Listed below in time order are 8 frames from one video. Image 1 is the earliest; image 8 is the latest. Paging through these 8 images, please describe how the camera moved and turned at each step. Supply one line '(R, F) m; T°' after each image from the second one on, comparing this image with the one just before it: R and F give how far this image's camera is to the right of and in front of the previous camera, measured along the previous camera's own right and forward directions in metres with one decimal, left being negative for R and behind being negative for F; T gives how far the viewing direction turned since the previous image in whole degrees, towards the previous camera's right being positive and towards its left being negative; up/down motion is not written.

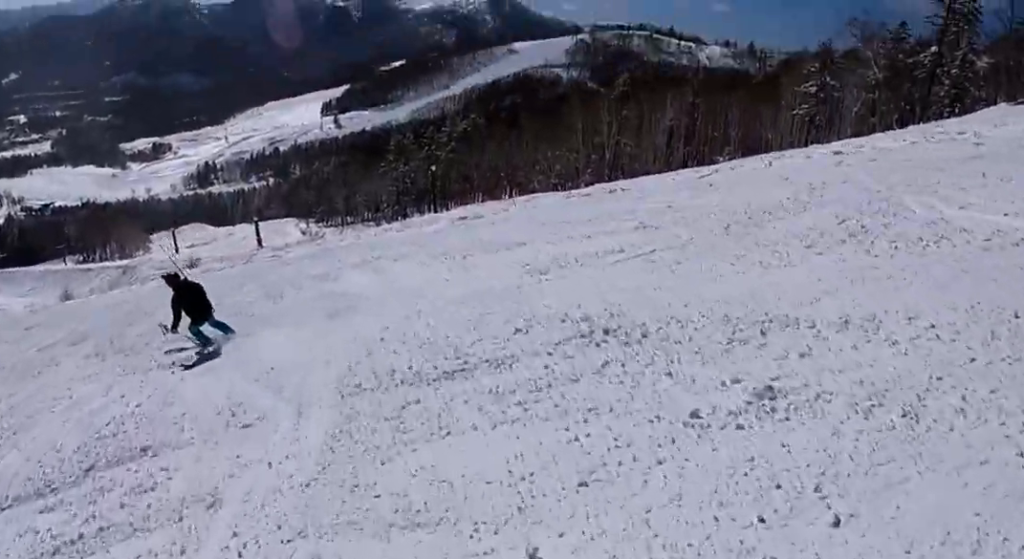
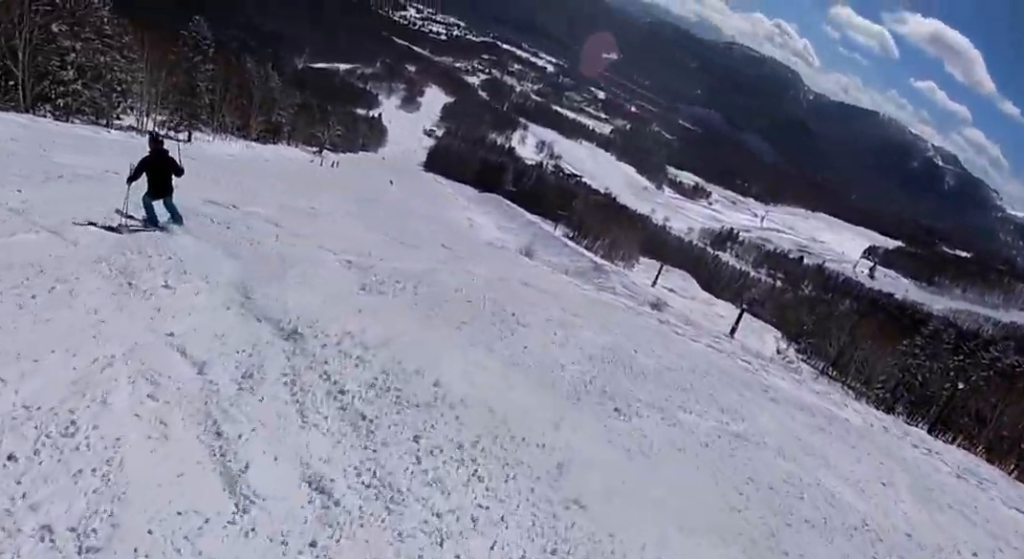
(-1.6, +8.0) m; -28°
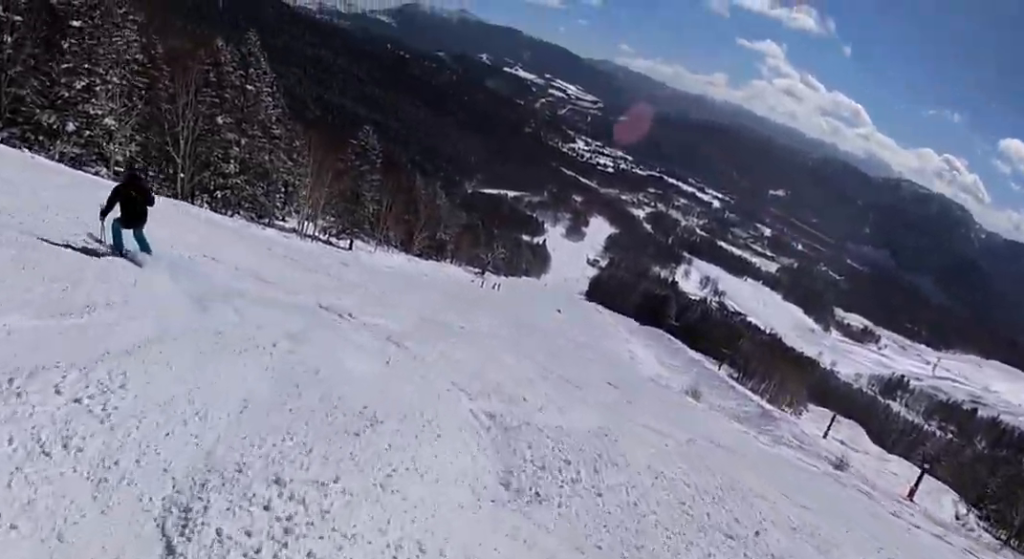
(-0.7, +3.4) m; -8°
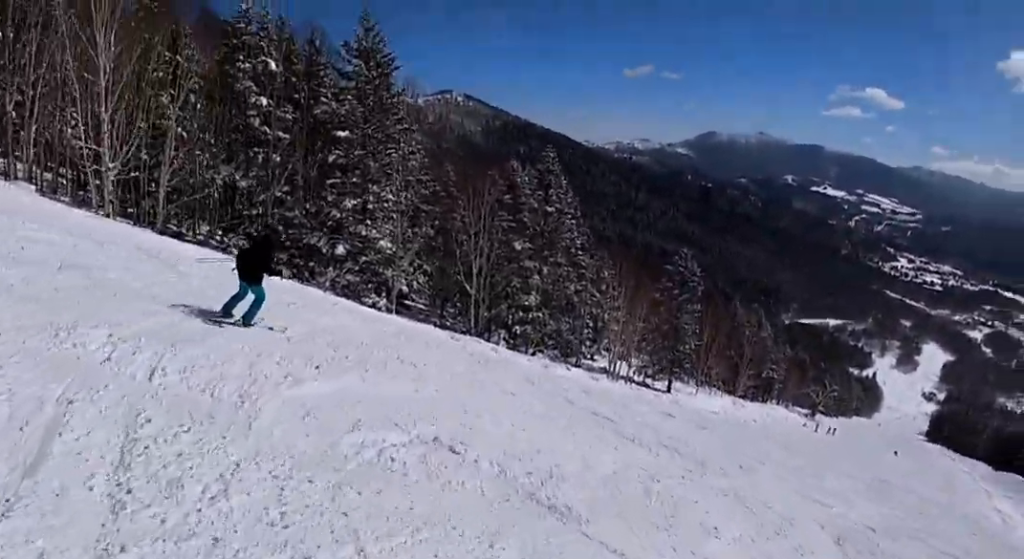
(-0.8, +6.8) m; -5°
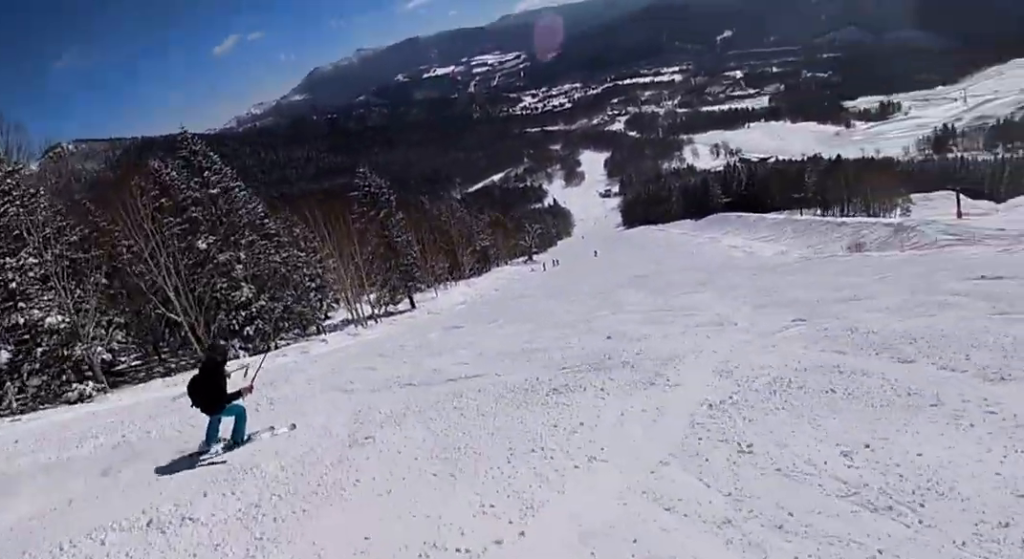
(+0.1, +5.3) m; +13°
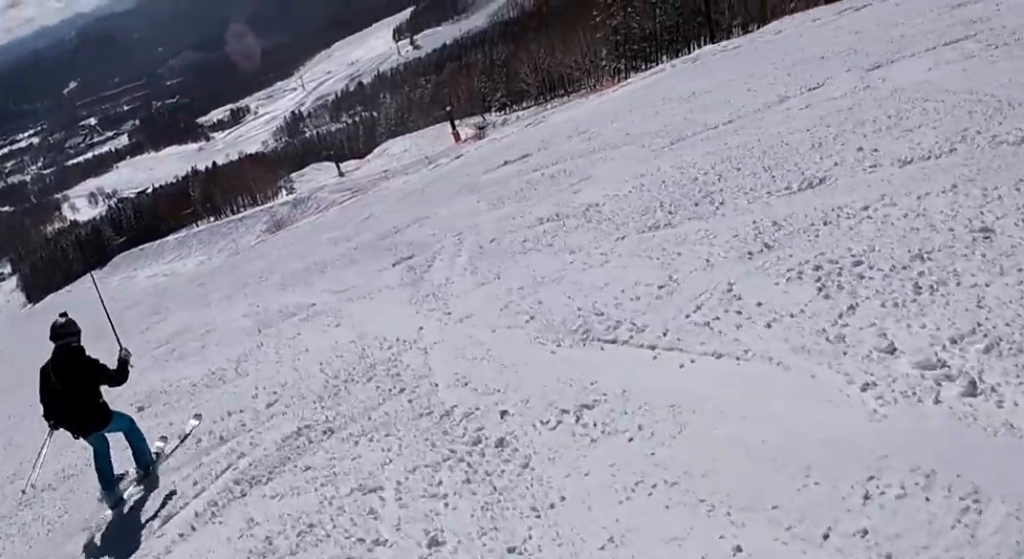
(+0.9, +5.0) m; +31°
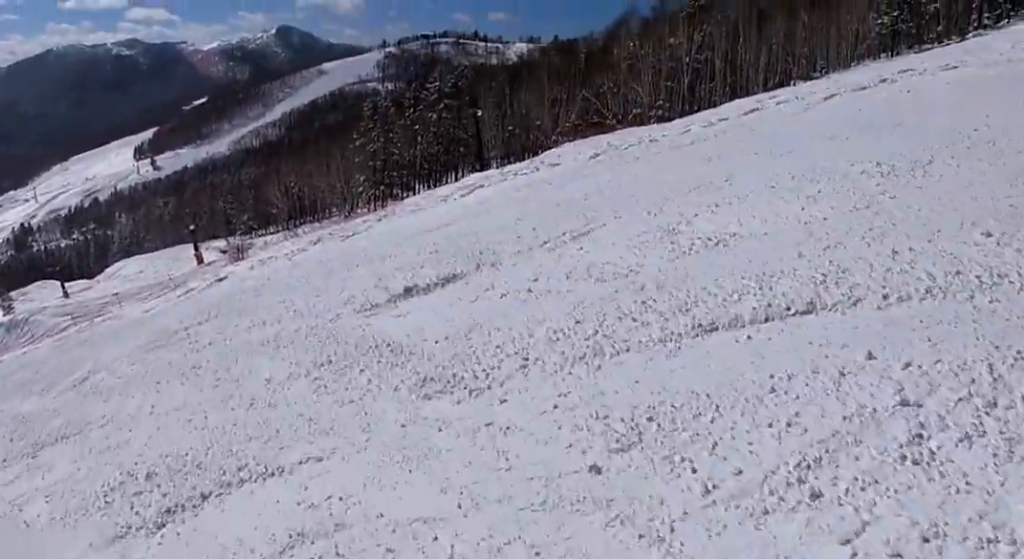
(+3.6, +7.7) m; +31°
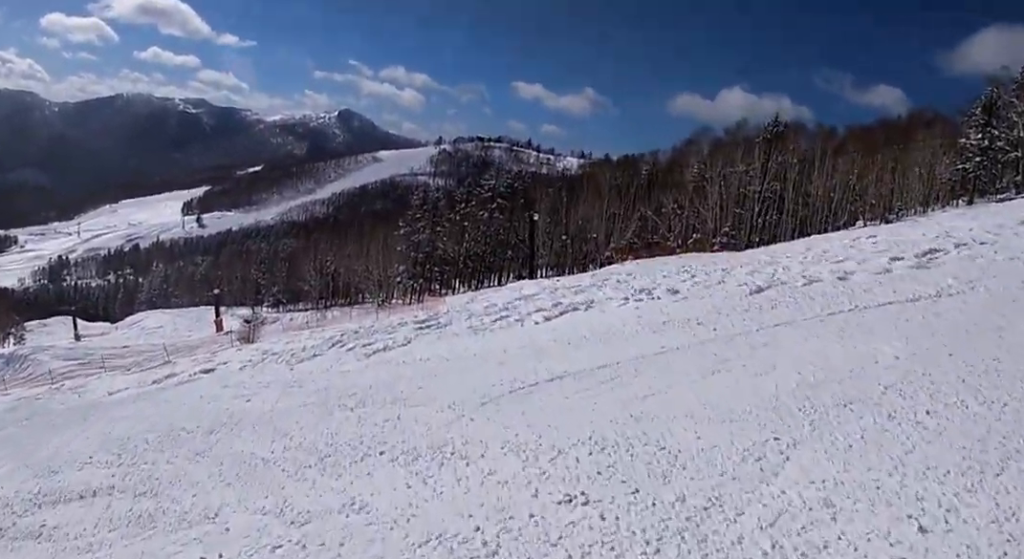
(+0.3, +6.1) m; -11°
